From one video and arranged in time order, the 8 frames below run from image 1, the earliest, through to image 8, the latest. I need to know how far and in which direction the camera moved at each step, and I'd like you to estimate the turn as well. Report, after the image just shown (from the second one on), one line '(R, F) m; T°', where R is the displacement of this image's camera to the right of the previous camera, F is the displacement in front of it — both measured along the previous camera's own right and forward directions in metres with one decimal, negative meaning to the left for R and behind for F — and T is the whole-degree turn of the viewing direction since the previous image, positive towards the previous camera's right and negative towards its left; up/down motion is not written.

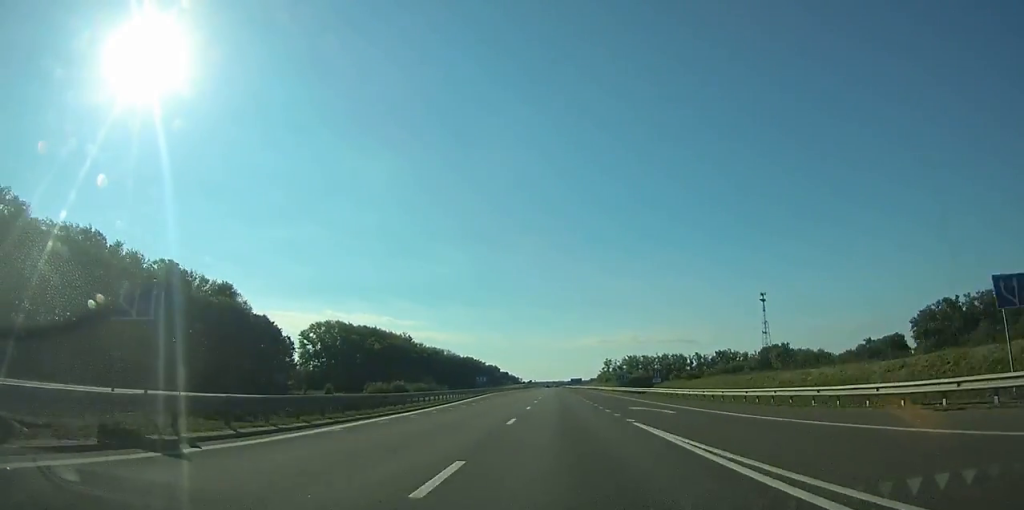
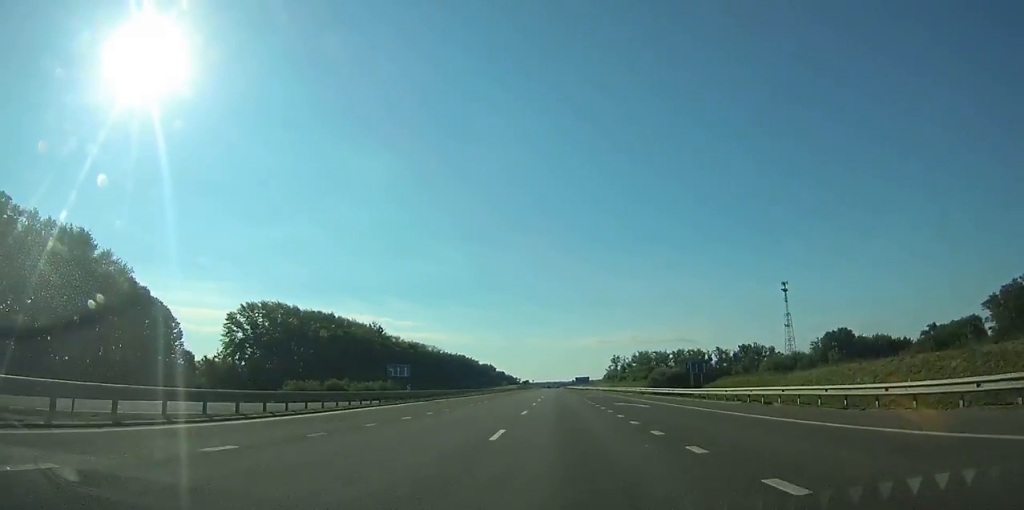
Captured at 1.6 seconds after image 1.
(-0.1, +52.9) m; 0°
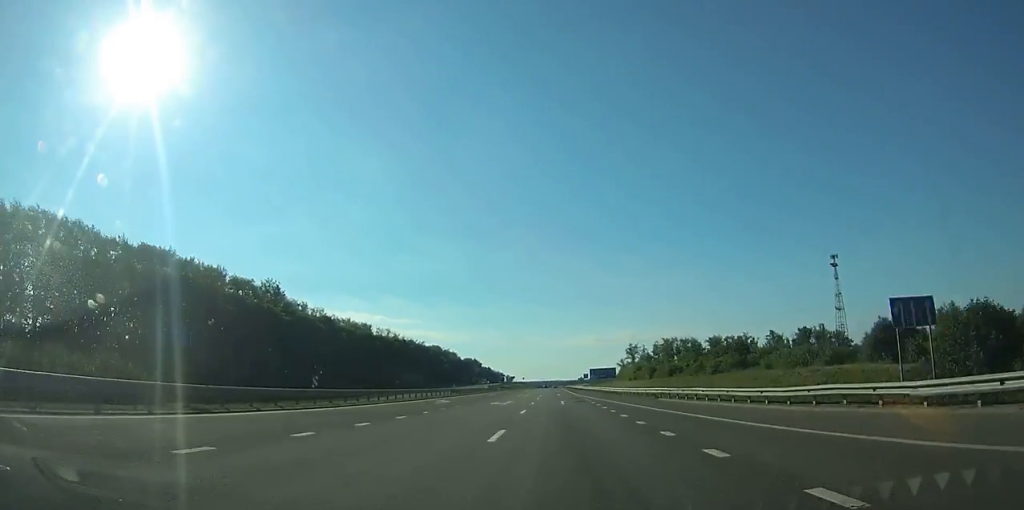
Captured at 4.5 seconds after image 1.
(0.0, +95.3) m; 0°
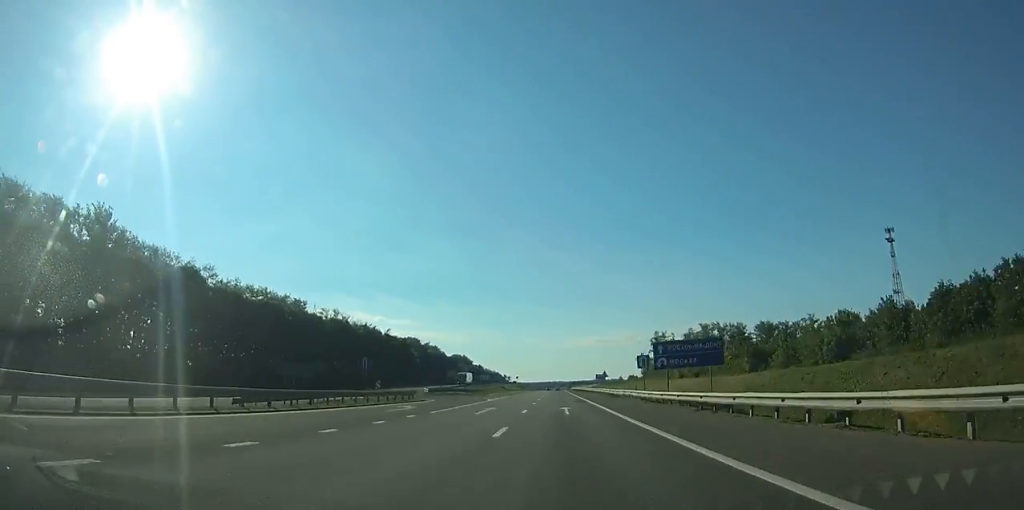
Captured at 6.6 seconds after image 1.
(0.0, +67.1) m; 0°
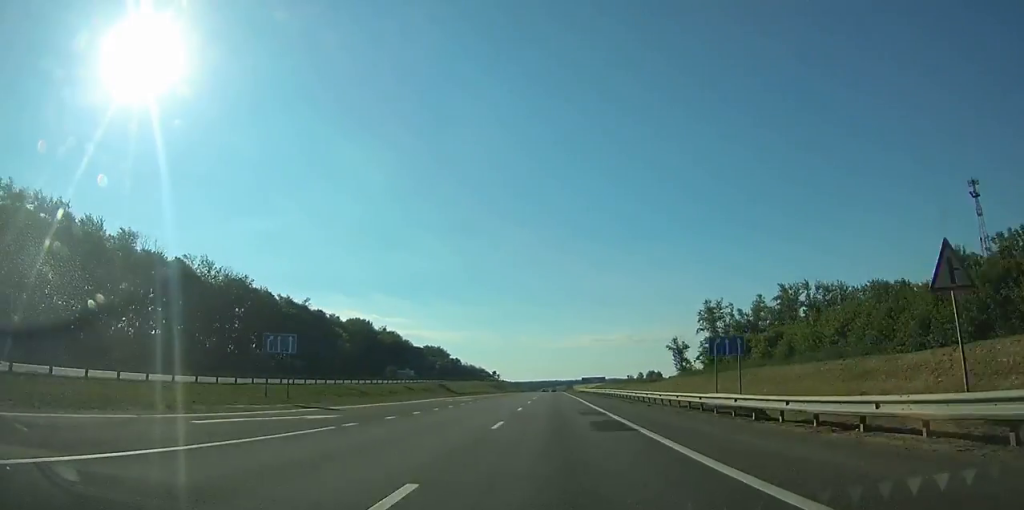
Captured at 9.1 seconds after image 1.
(0.0, +80.2) m; 0°
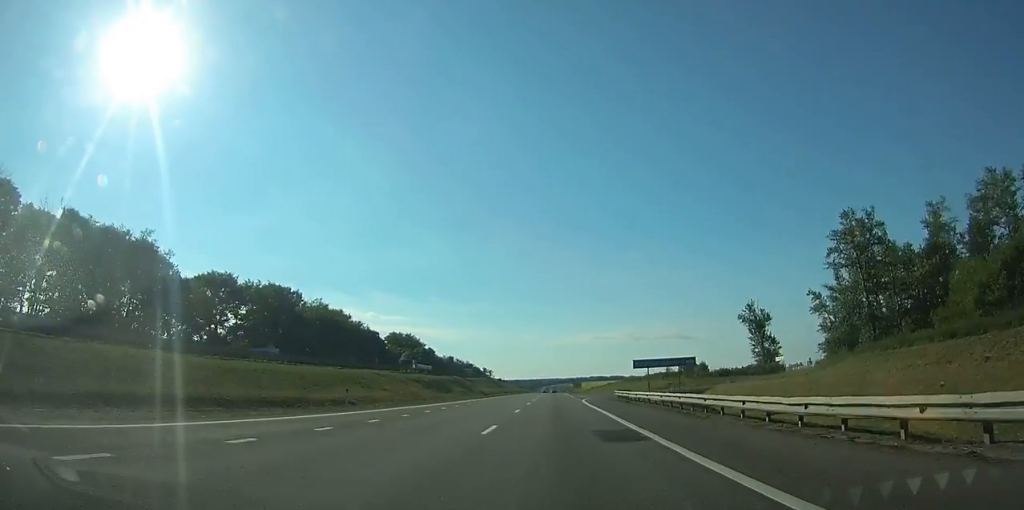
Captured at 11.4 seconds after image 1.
(+0.1, +71.1) m; 0°
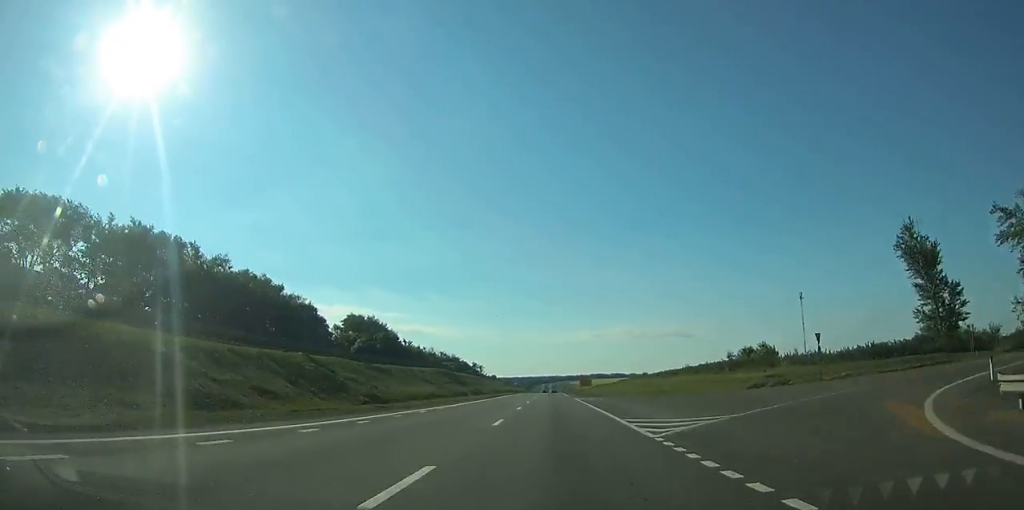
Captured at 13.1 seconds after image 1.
(0.0, +52.6) m; 0°
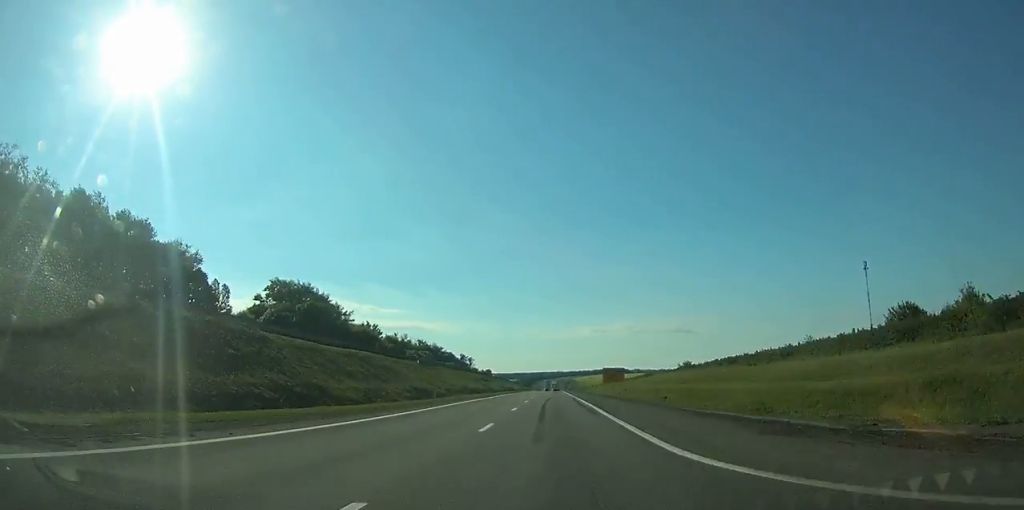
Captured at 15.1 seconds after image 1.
(0.0, +57.8) m; 0°
